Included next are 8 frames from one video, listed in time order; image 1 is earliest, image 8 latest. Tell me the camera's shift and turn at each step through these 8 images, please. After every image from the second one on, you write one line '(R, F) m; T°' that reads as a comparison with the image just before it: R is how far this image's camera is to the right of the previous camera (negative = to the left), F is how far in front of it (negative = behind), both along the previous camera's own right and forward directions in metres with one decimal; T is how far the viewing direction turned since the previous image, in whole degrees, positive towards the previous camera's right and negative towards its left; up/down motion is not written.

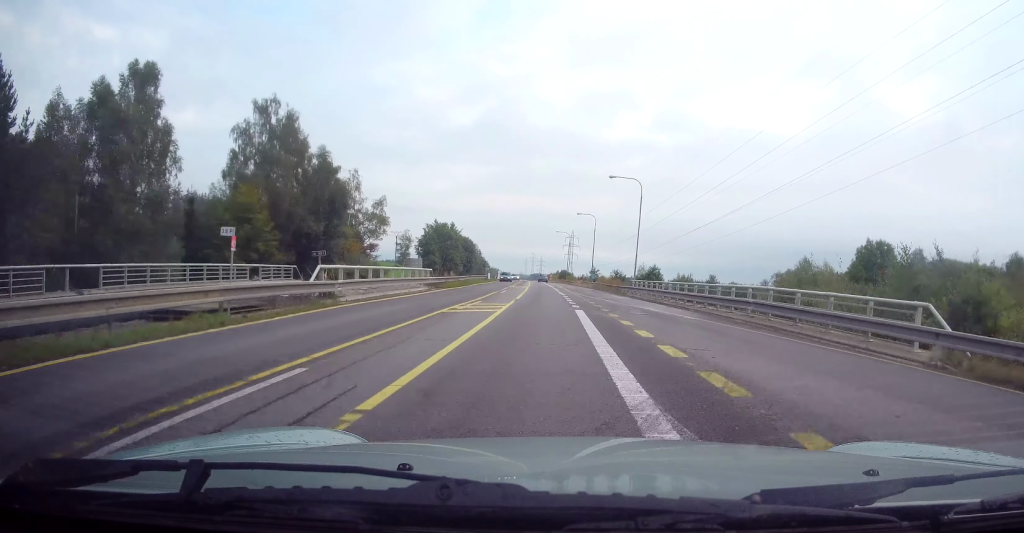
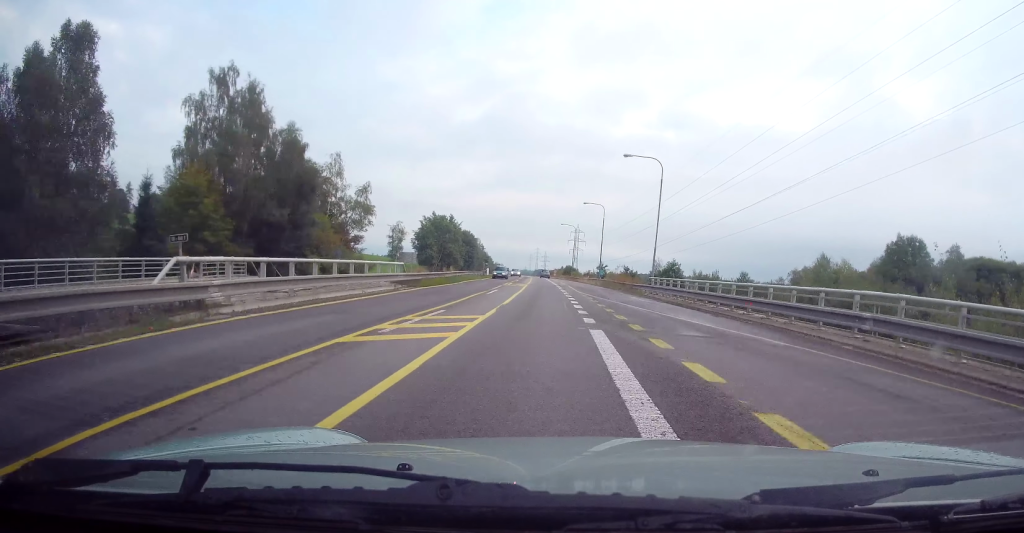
(0.0, +8.0) m; 0°
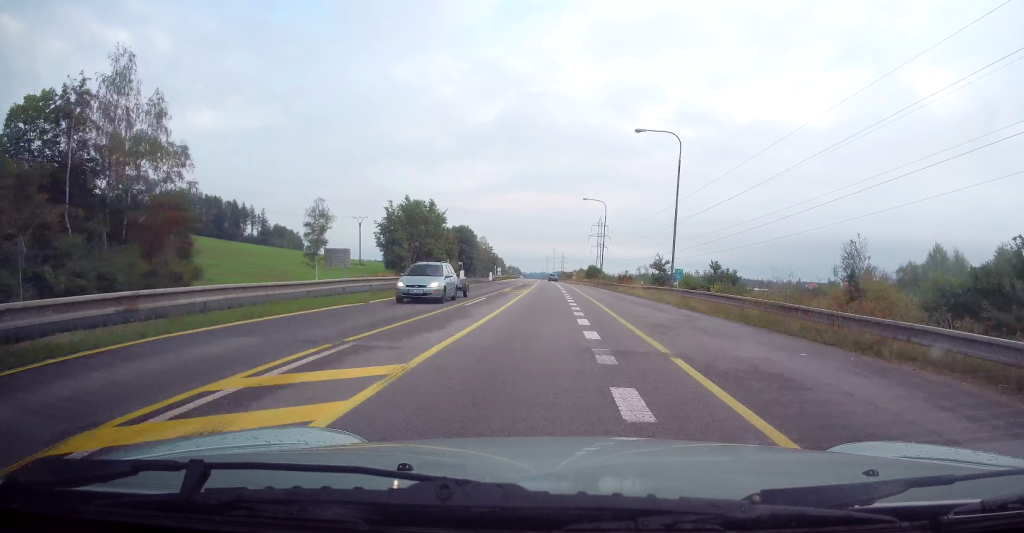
(-0.3, +42.2) m; -2°
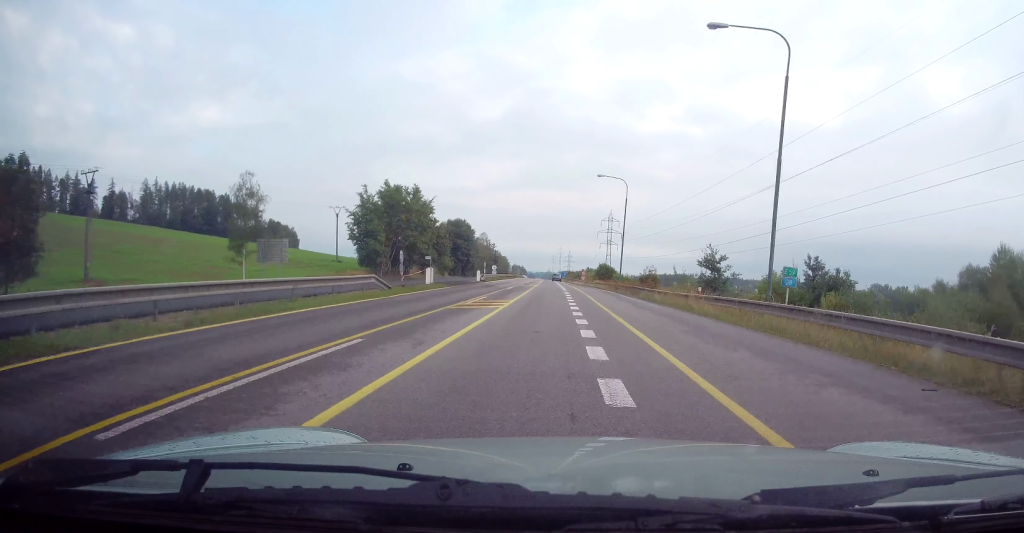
(-0.4, +17.7) m; -1°
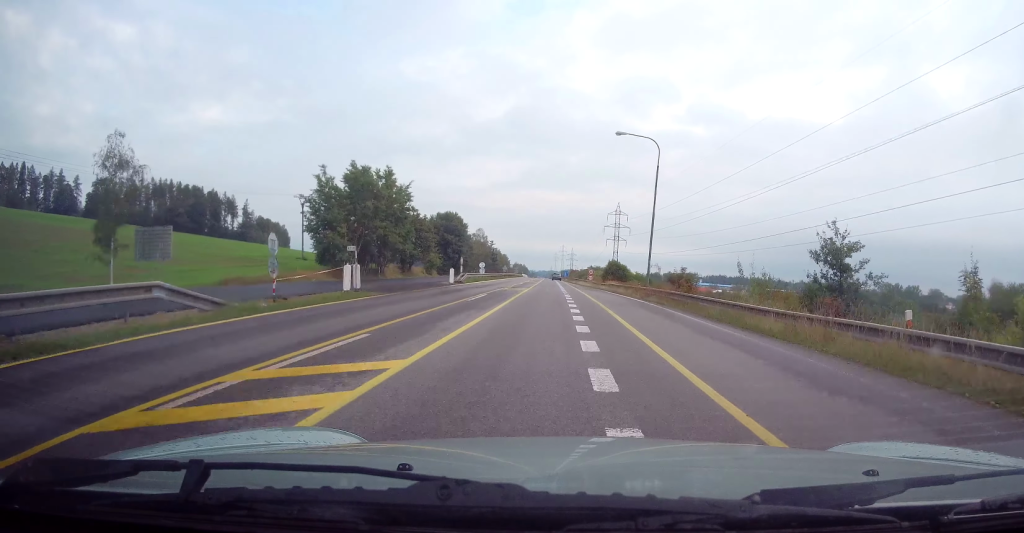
(+0.2, +17.2) m; +1°
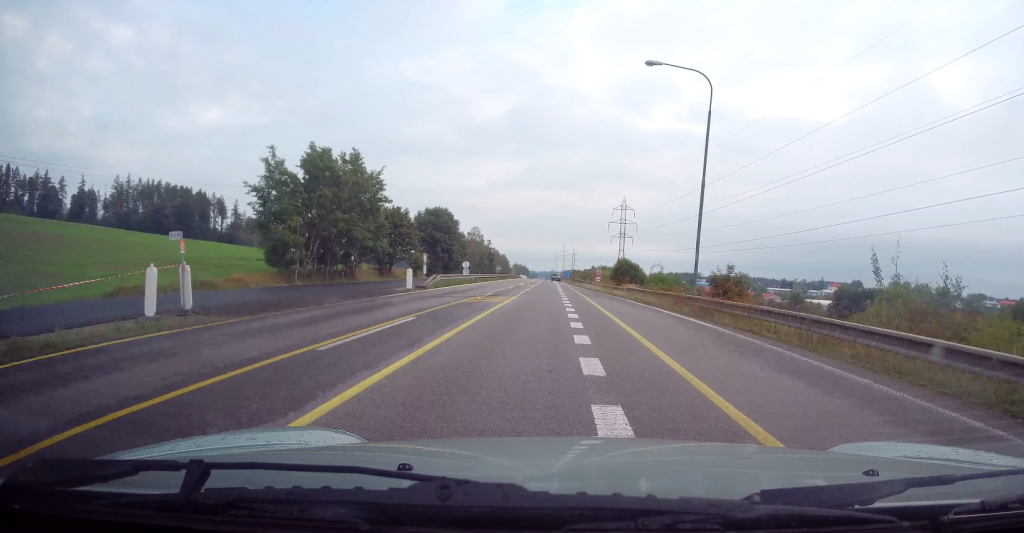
(0.0, +13.9) m; 0°
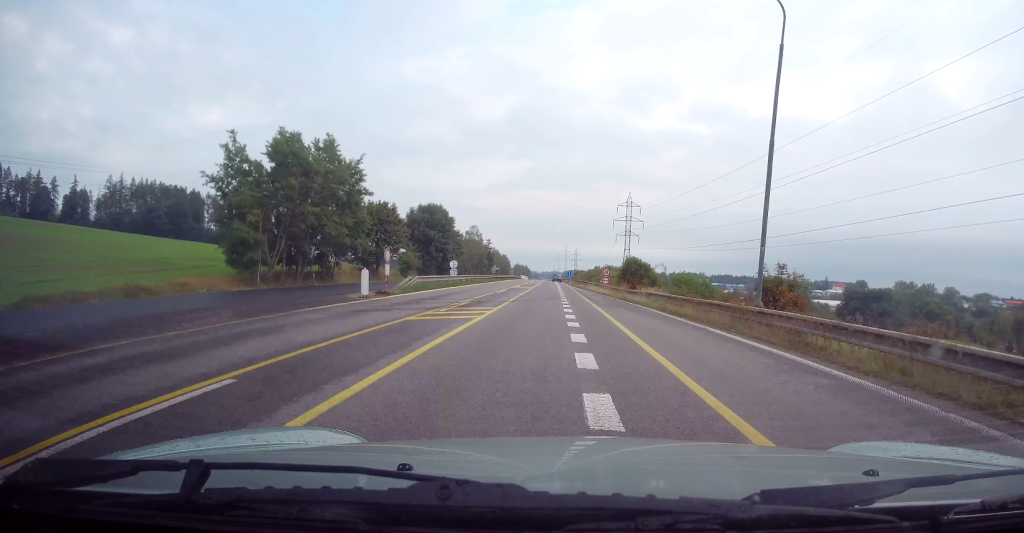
(0.0, +7.9) m; 0°
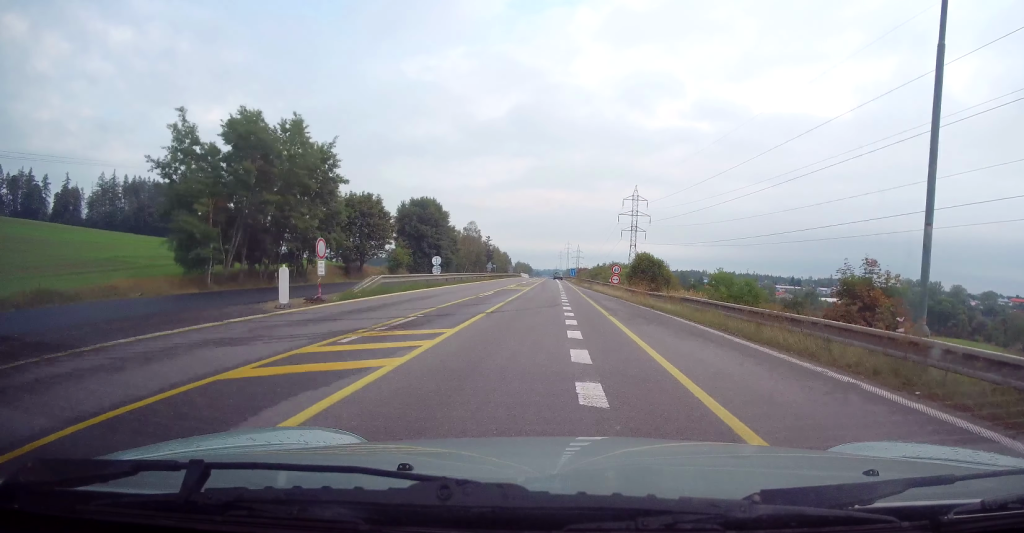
(0.0, +8.5) m; 0°
